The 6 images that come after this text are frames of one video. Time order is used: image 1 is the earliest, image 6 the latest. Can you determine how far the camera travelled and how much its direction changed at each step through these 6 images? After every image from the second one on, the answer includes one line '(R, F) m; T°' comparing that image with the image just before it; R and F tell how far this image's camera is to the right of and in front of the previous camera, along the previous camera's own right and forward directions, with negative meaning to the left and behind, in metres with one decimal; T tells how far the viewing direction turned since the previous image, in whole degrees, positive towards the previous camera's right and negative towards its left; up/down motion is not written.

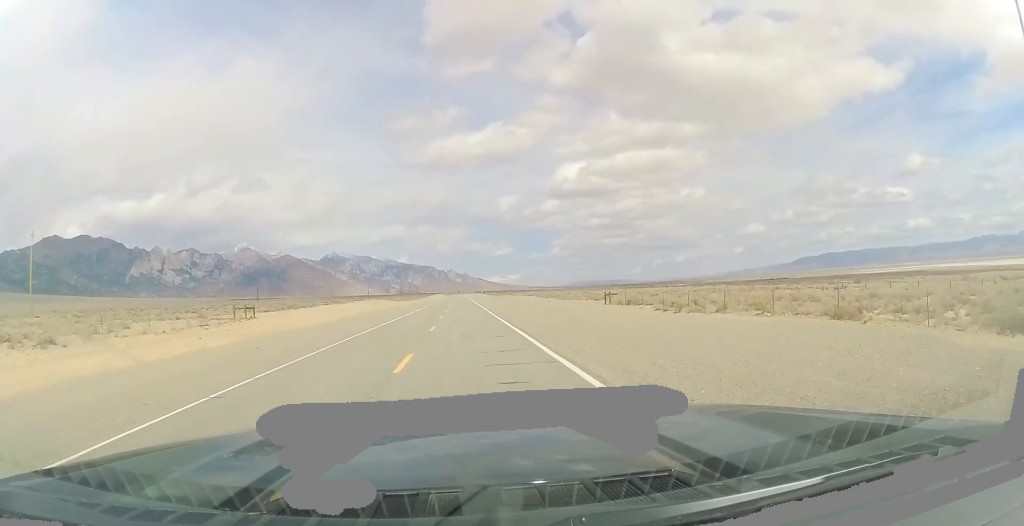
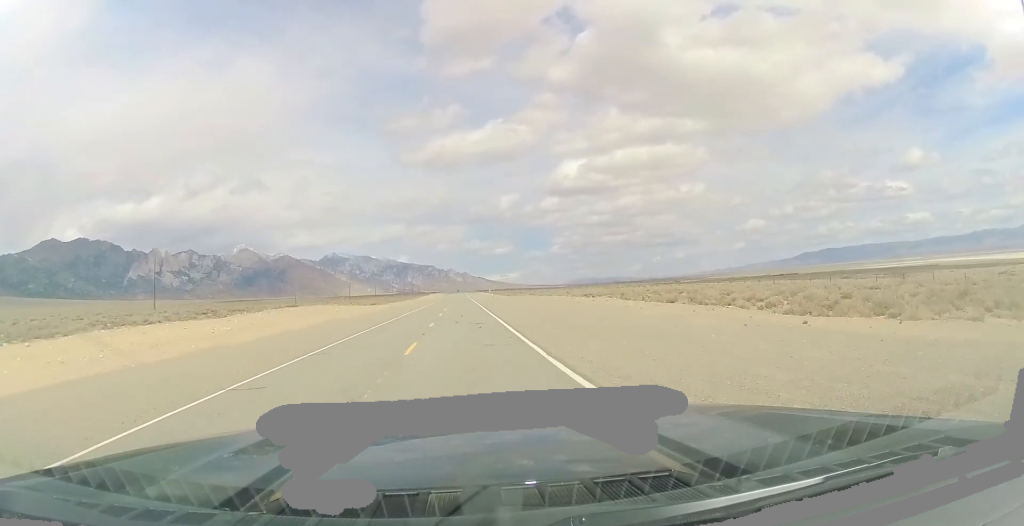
(0.0, +57.3) m; 0°
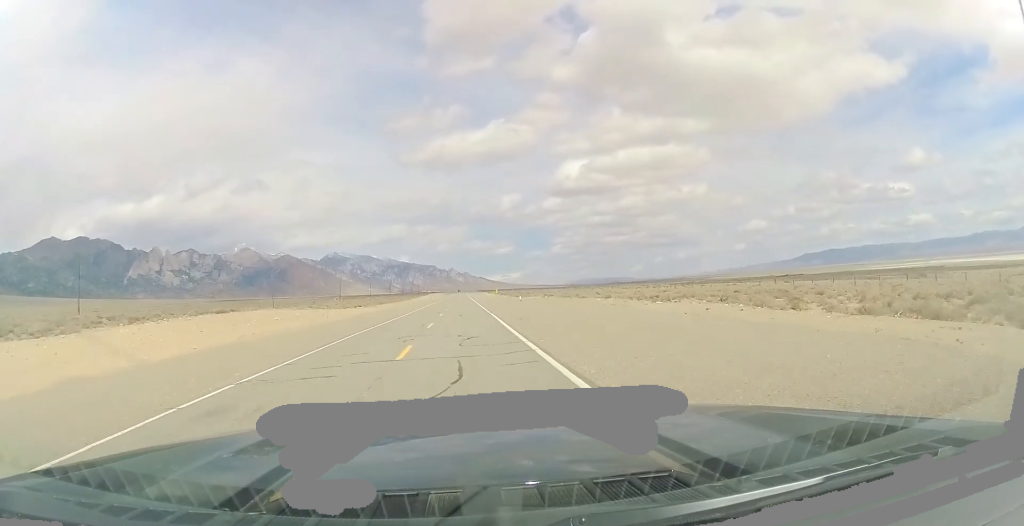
(0.0, +25.1) m; 0°
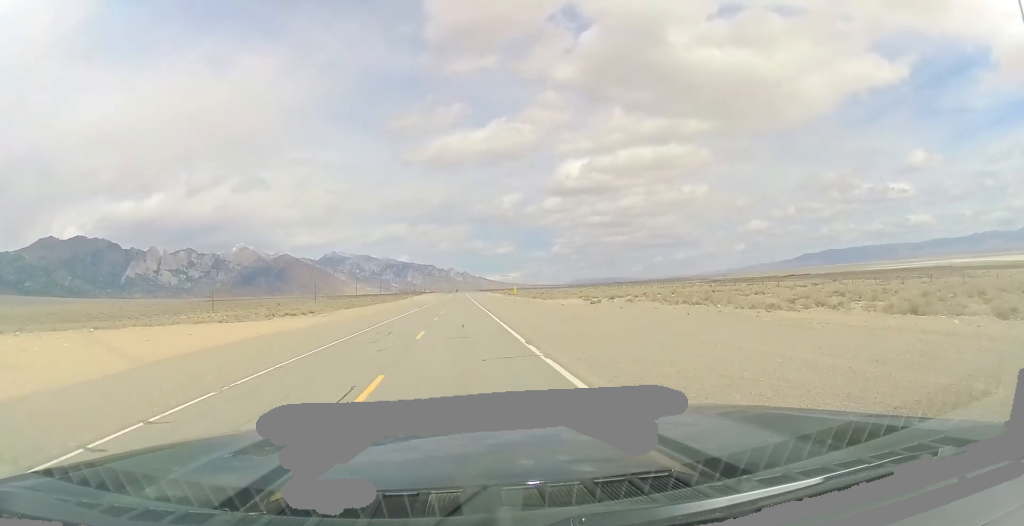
(0.0, +42.8) m; 0°
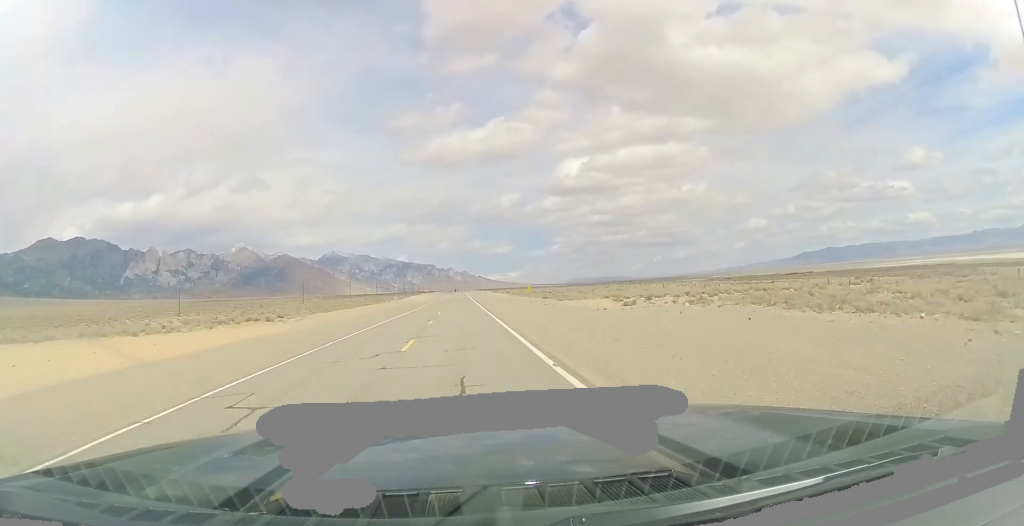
(0.0, +16.6) m; 0°
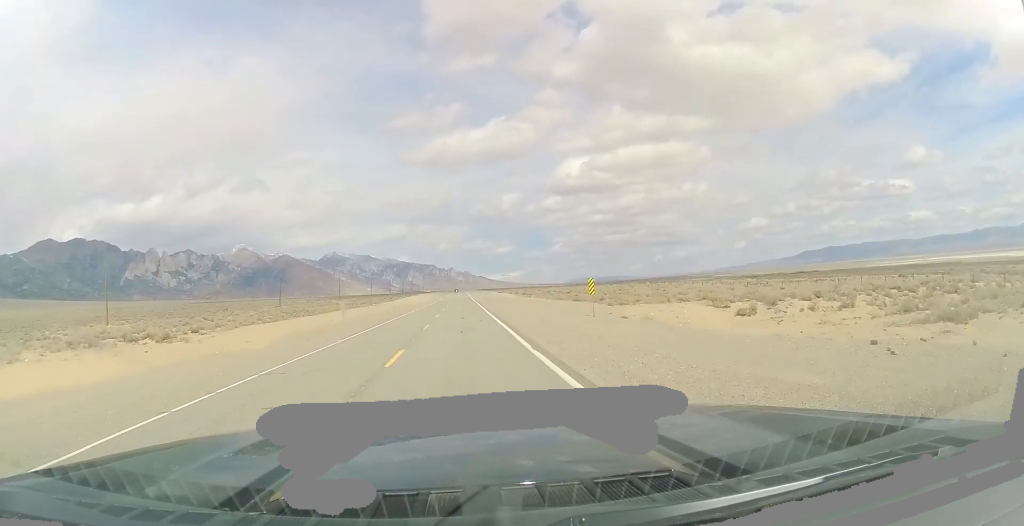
(+0.1, +27.2) m; 0°
